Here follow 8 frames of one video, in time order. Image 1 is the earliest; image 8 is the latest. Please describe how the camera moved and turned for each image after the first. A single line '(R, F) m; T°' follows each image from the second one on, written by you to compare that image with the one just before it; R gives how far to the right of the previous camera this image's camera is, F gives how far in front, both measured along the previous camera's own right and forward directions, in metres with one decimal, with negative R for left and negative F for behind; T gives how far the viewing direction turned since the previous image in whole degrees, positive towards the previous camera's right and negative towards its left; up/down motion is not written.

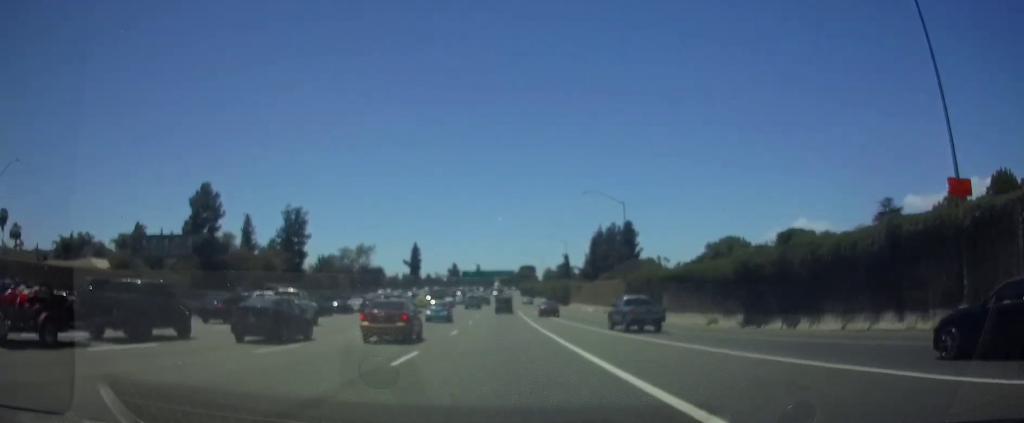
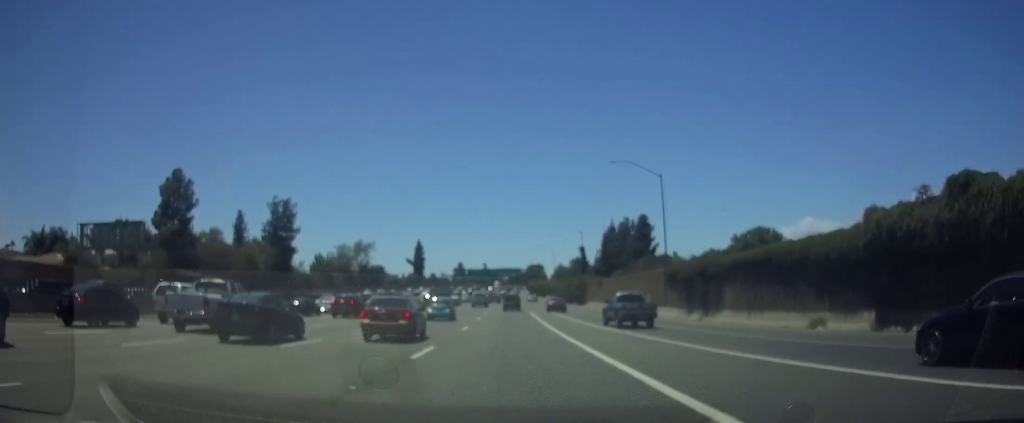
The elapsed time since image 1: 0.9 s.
(-0.1, +13.1) m; 0°
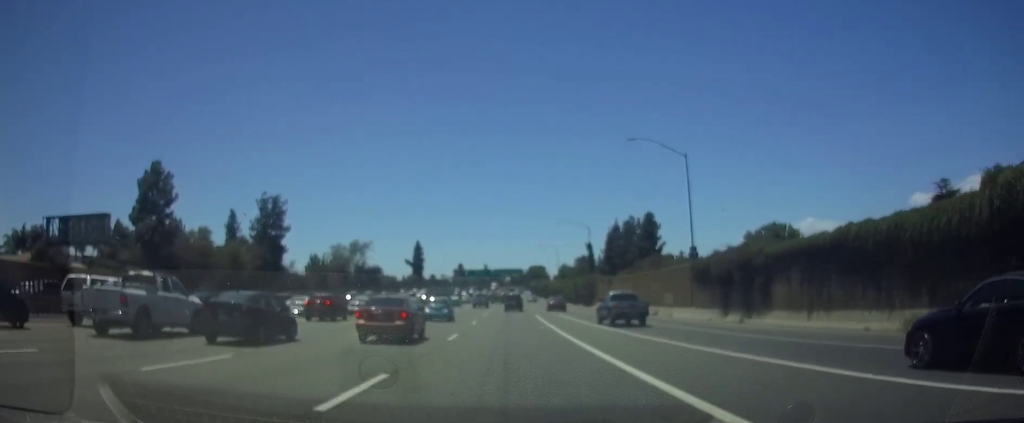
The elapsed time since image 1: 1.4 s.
(0.0, +7.3) m; 0°
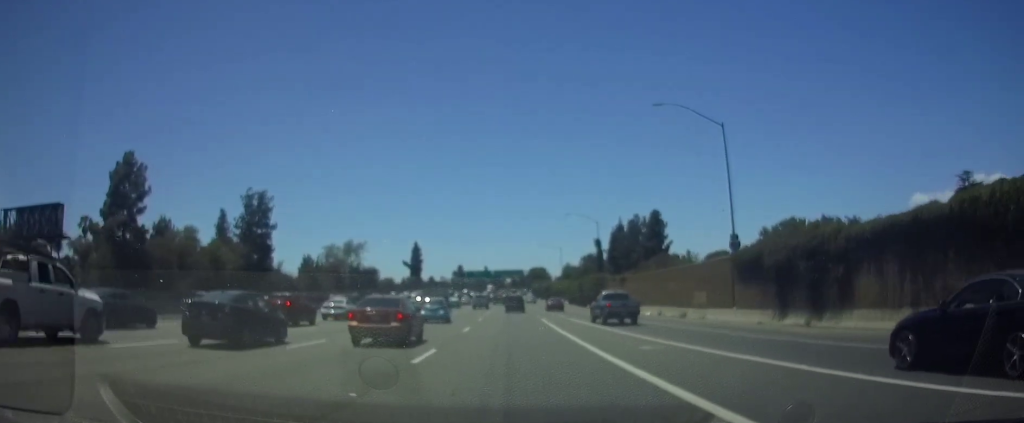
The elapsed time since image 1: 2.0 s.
(0.0, +8.2) m; 0°
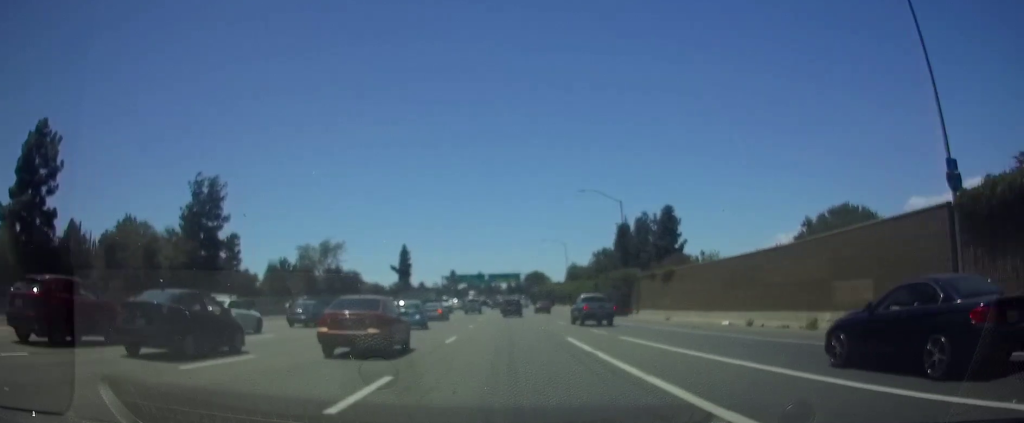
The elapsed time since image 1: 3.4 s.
(0.0, +20.6) m; +1°
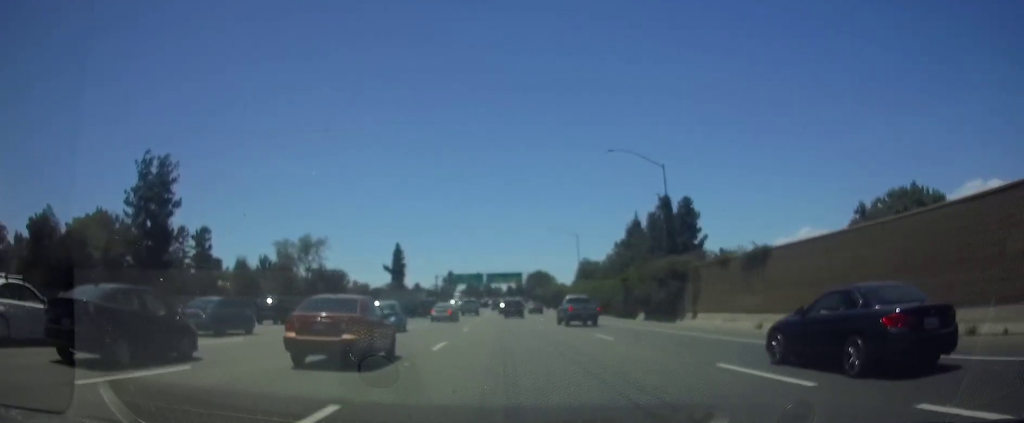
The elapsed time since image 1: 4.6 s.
(+0.1, +17.8) m; 0°
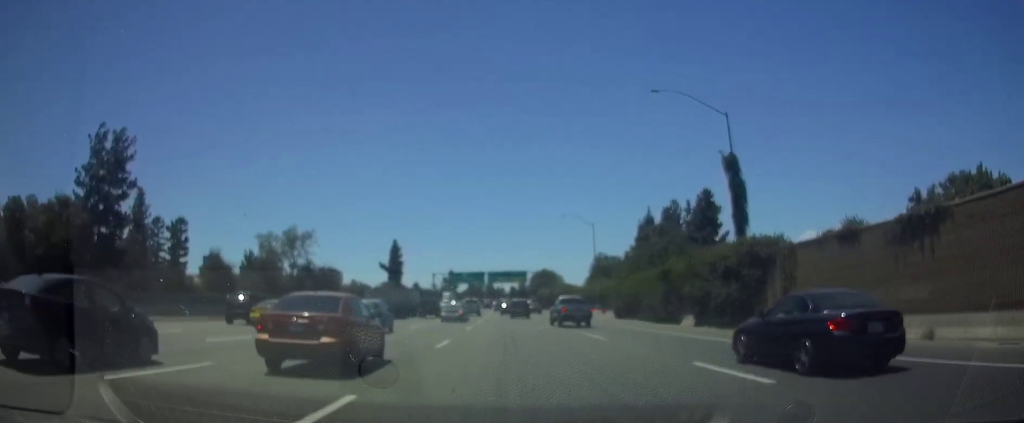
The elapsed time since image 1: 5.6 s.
(-0.1, +13.6) m; 0°
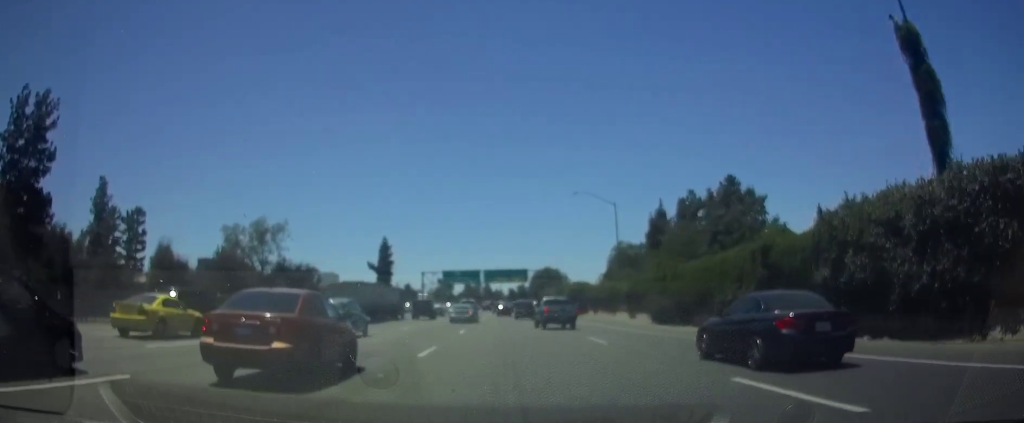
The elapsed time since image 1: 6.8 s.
(+0.1, +17.5) m; 0°
